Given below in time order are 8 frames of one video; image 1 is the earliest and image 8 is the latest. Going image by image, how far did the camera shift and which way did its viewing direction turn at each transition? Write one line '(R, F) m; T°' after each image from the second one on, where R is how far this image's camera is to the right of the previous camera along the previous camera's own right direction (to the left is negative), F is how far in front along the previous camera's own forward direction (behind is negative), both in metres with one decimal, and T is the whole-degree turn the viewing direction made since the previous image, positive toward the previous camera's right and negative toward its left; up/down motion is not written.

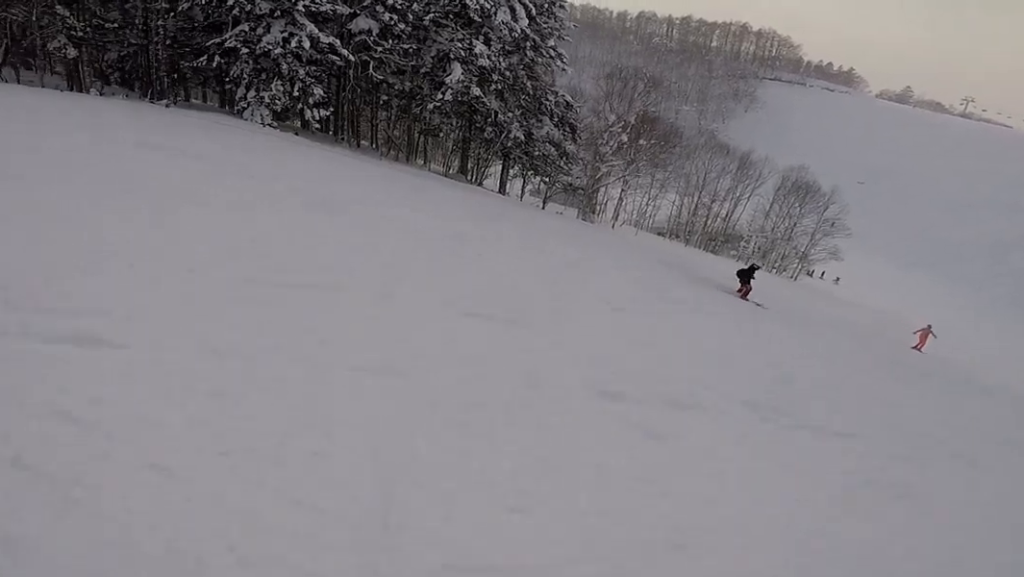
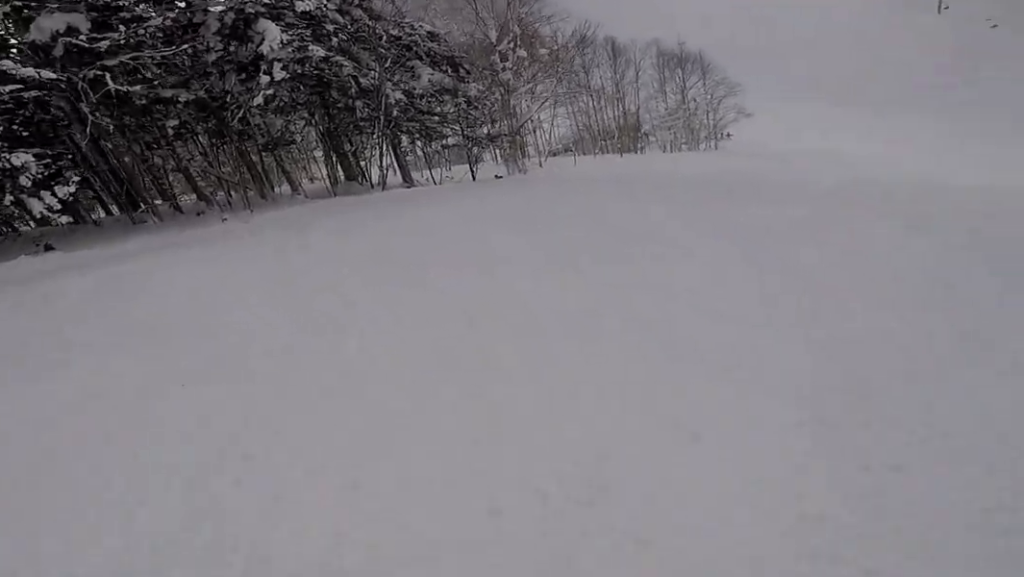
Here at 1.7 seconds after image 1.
(-0.8, +12.6) m; +9°
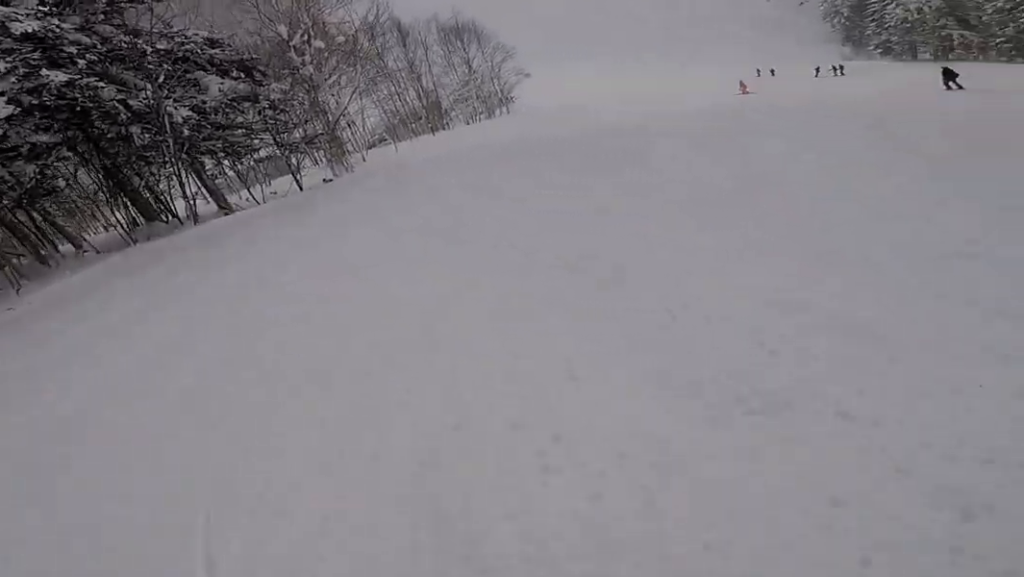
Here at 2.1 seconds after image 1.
(+0.8, +2.8) m; +16°
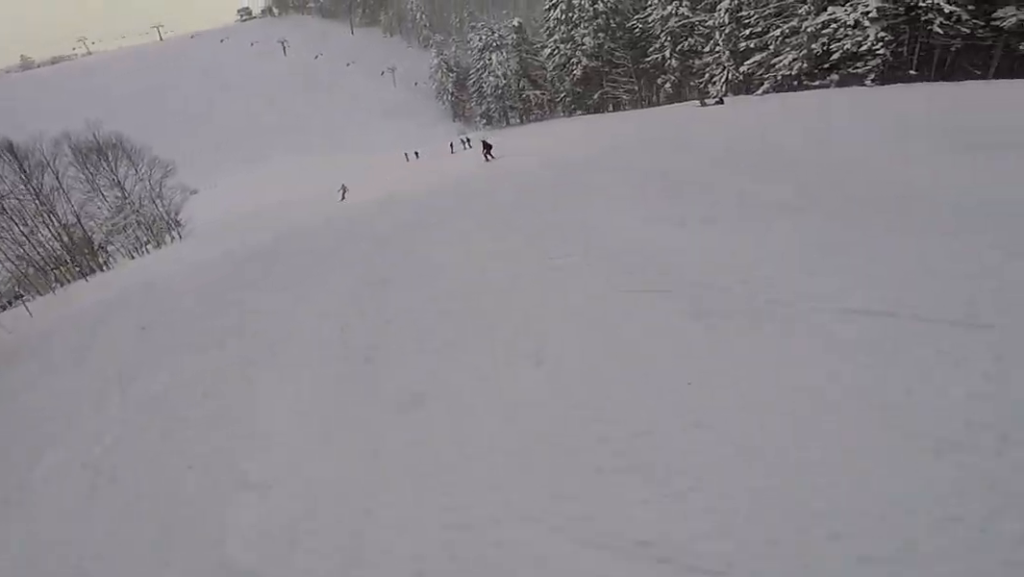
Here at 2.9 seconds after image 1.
(+1.6, +5.5) m; +36°
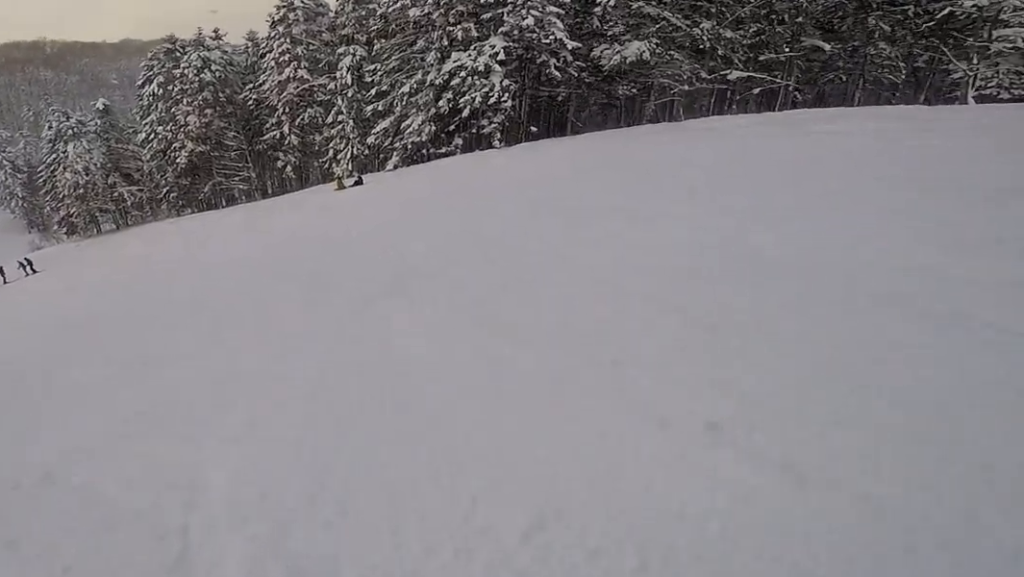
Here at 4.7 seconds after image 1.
(+6.5, +11.5) m; +38°
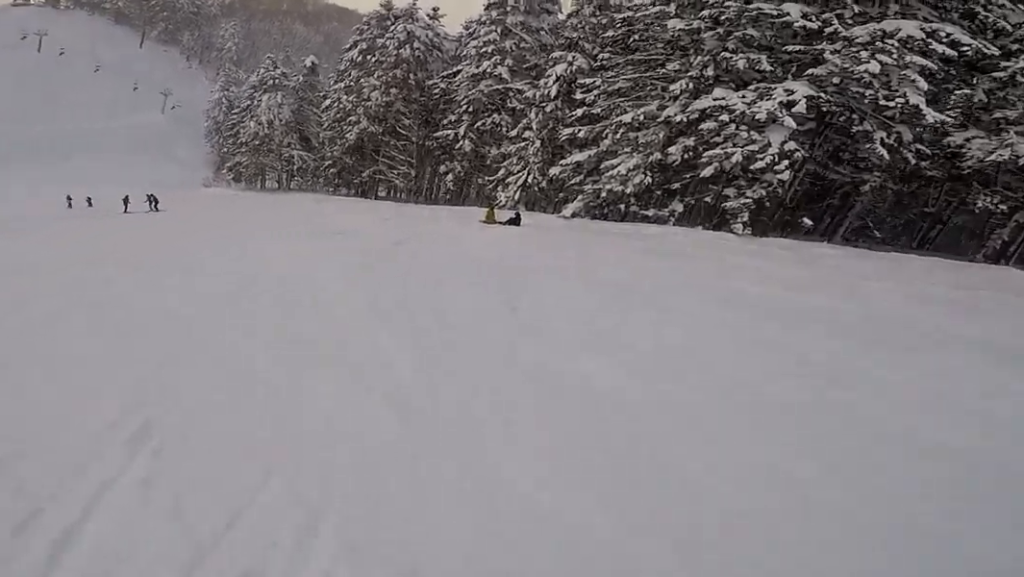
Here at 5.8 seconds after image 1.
(+0.1, +9.3) m; -3°
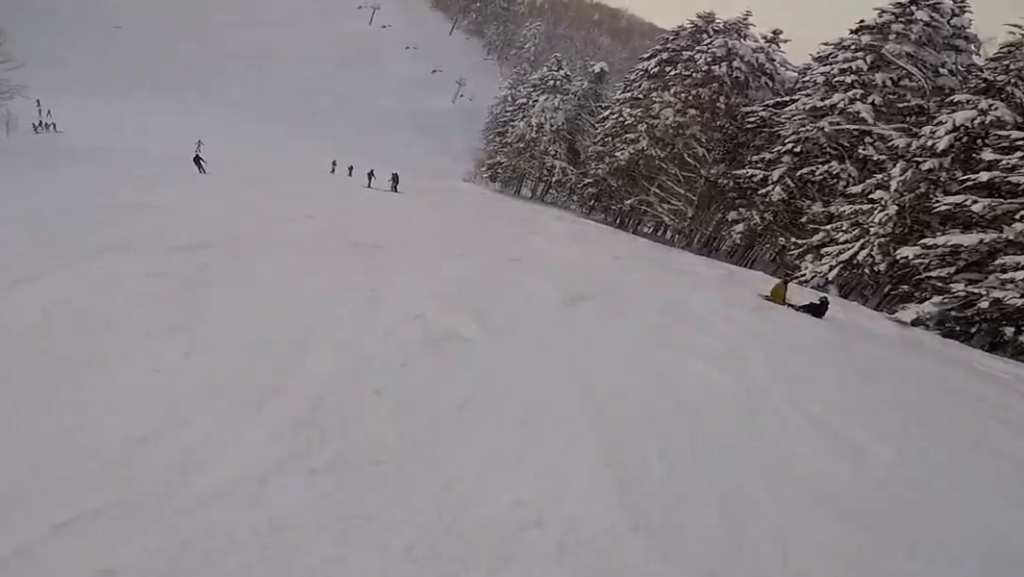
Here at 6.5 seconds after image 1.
(+0.1, +5.7) m; -16°
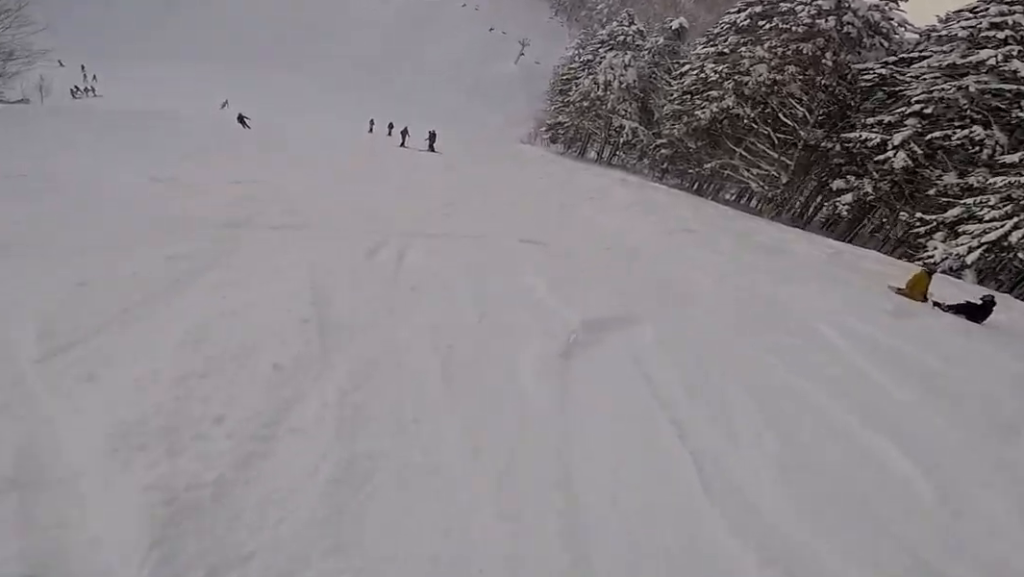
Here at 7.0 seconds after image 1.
(-0.6, +4.4) m; -13°
